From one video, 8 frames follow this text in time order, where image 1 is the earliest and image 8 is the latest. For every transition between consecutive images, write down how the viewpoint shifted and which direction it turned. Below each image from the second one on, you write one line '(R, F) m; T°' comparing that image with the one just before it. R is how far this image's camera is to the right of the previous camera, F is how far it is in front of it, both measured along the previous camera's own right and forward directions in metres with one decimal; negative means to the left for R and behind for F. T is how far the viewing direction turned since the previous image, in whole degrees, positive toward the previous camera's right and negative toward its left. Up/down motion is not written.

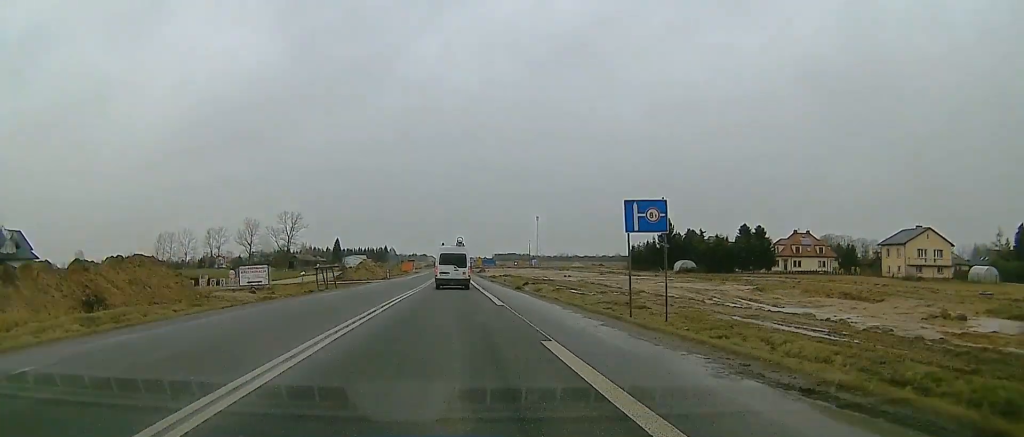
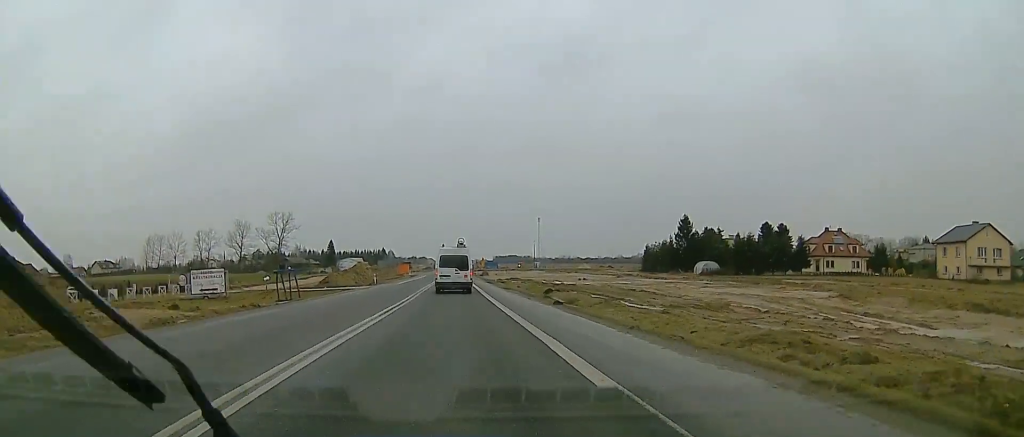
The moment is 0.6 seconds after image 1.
(+0.2, +16.6) m; +1°
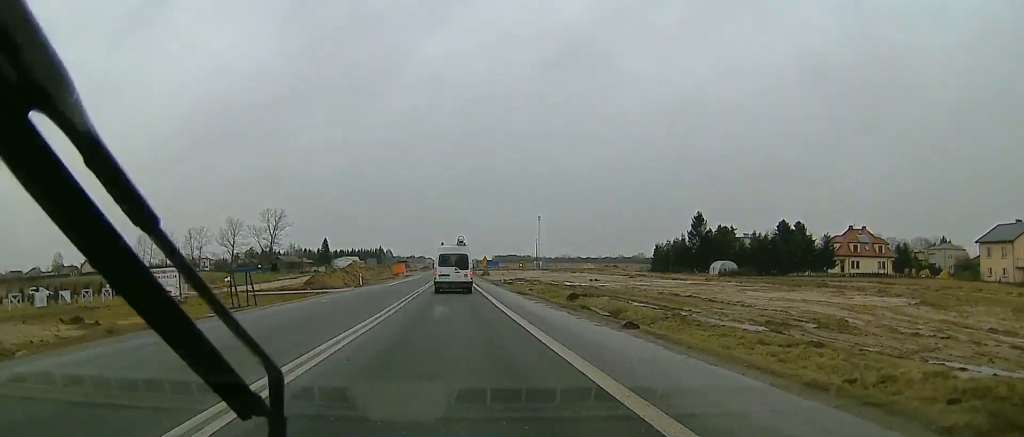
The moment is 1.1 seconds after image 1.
(0.0, +12.1) m; 0°
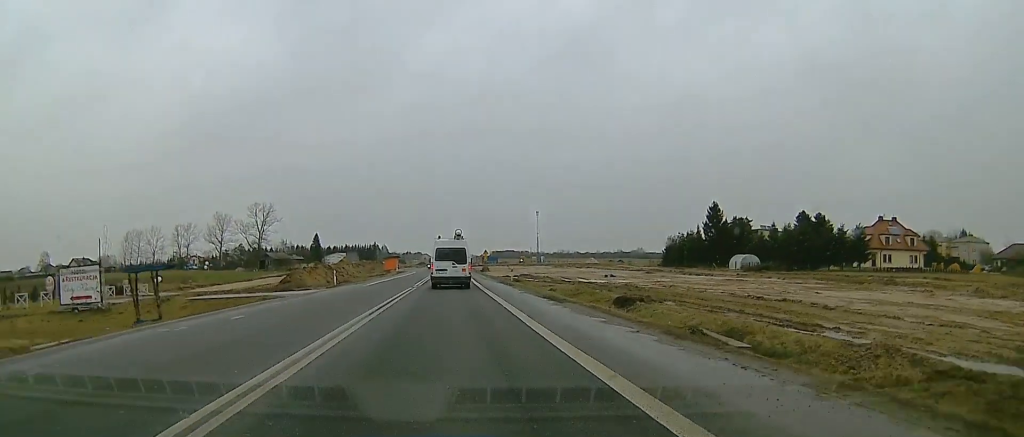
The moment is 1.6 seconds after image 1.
(0.0, +12.6) m; 0°
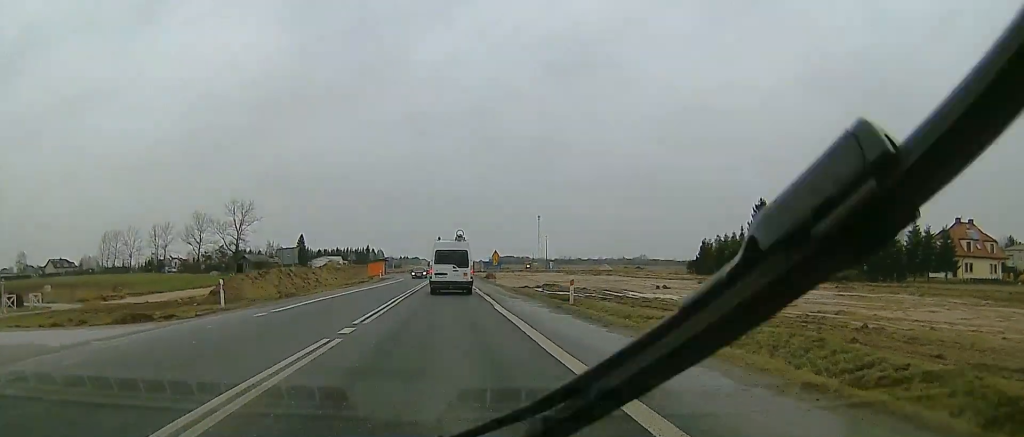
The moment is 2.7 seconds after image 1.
(+0.1, +26.6) m; 0°
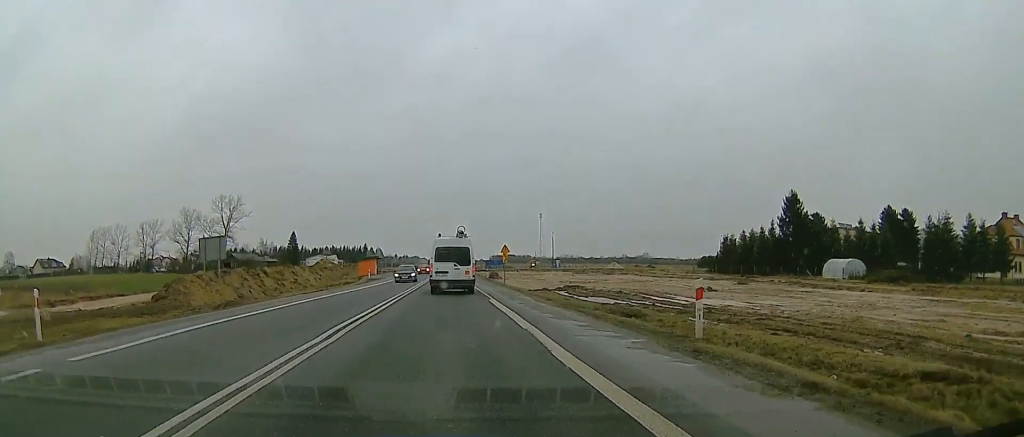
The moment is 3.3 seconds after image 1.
(0.0, +13.0) m; 0°
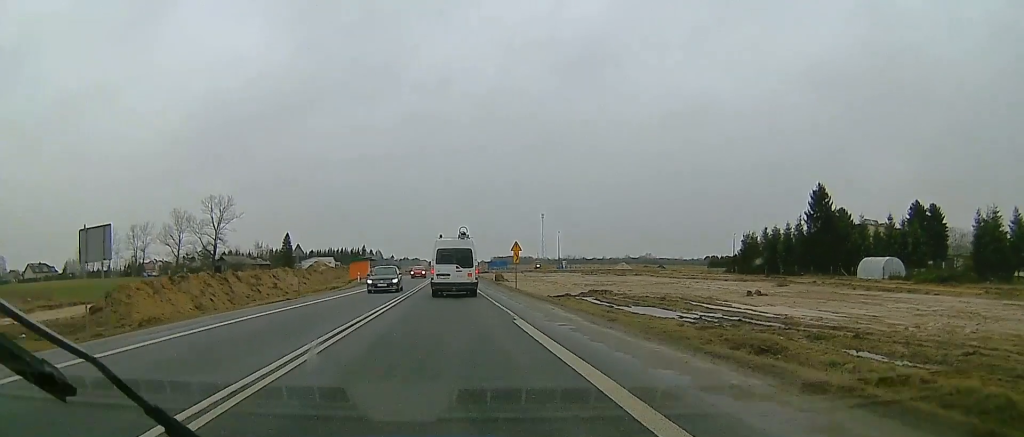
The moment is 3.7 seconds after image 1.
(0.0, +9.5) m; 0°
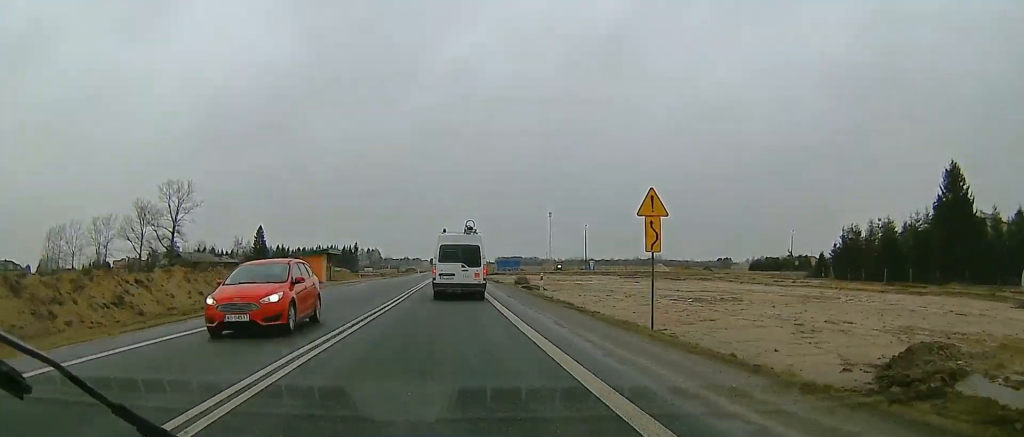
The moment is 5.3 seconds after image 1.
(-0.1, +31.5) m; 0°
